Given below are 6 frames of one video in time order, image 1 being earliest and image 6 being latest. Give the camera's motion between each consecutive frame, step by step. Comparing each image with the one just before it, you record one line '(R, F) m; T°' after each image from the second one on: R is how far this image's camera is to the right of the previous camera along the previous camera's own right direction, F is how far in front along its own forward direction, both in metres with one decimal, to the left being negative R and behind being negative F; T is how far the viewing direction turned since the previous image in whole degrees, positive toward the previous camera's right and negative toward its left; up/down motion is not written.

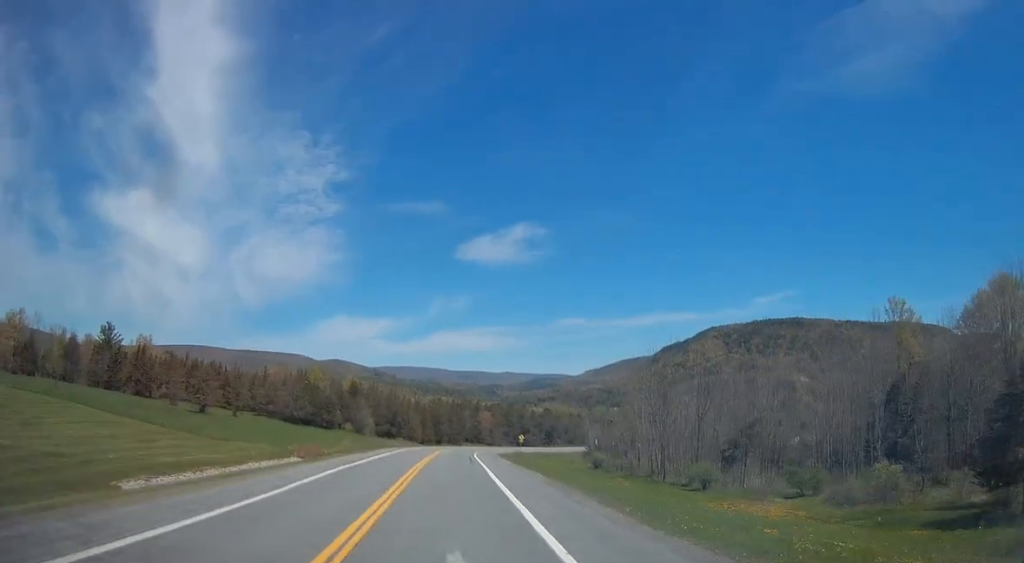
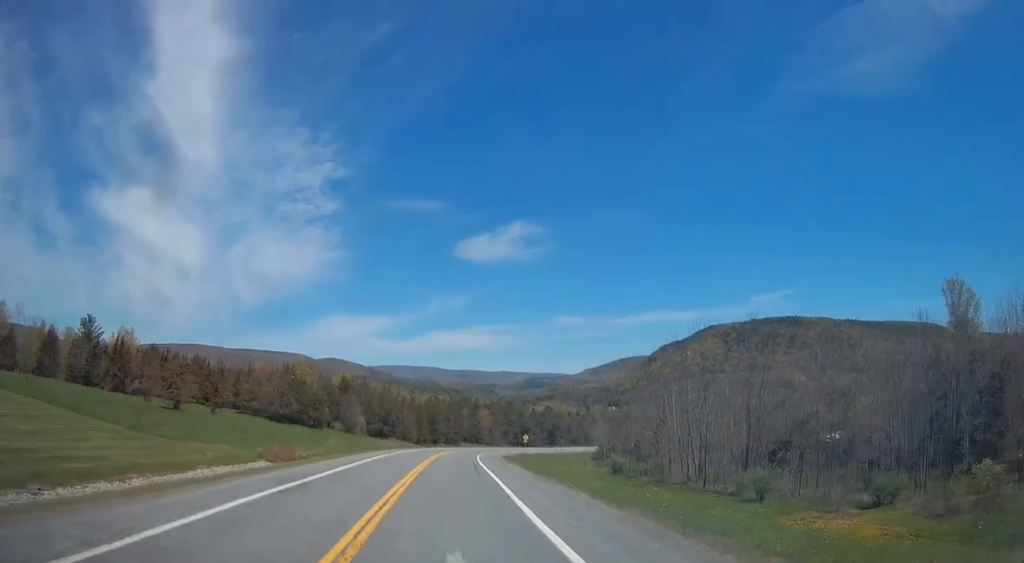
(0.0, +10.4) m; 0°
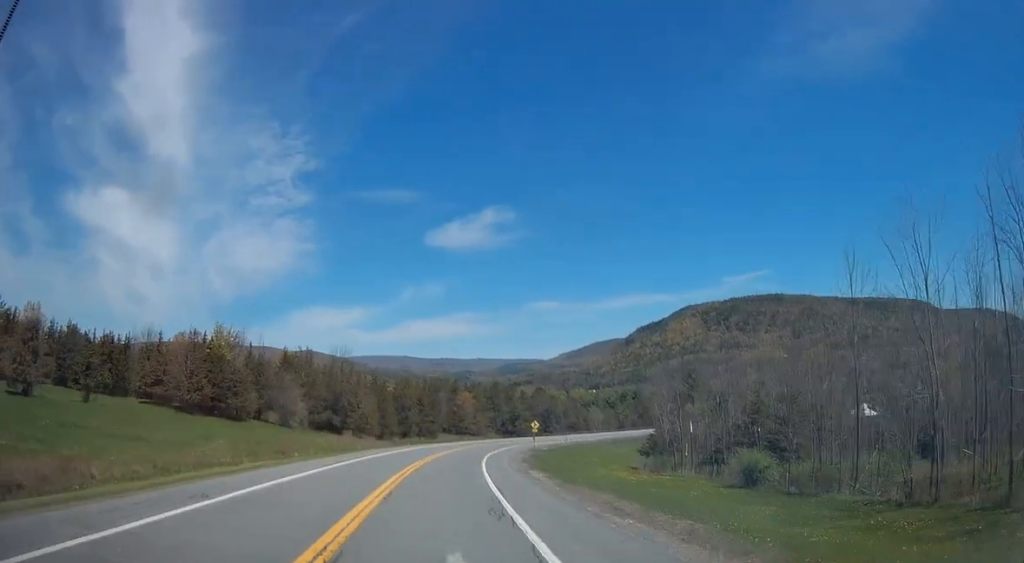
(-0.1, +37.1) m; +1°
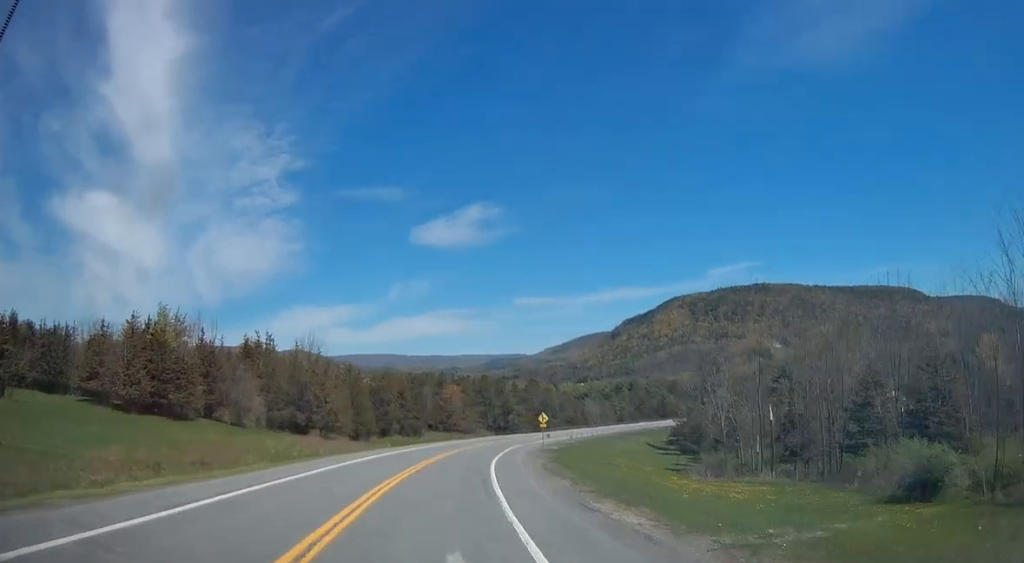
(+0.1, +16.3) m; +2°
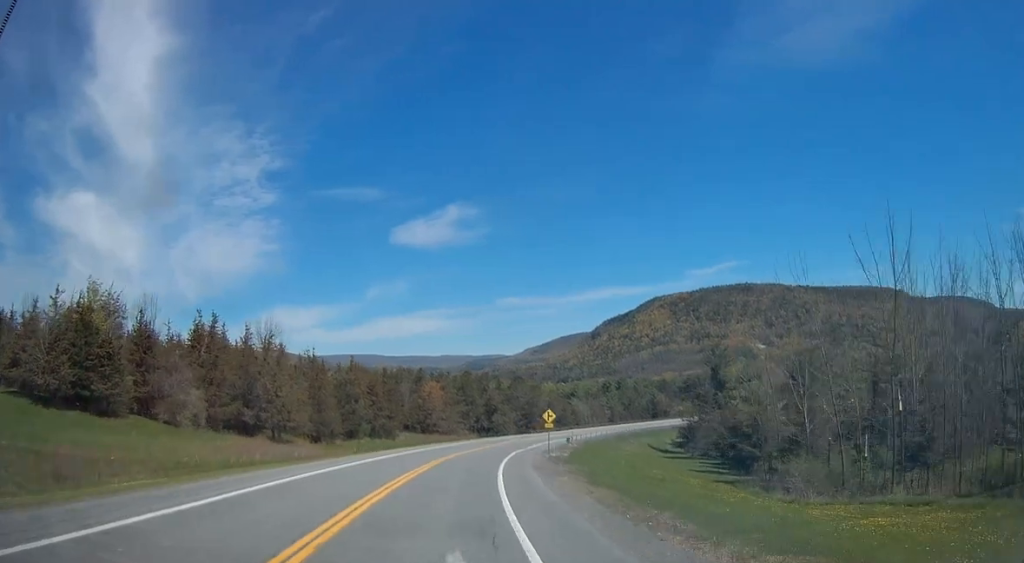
(+0.3, +14.4) m; +2°
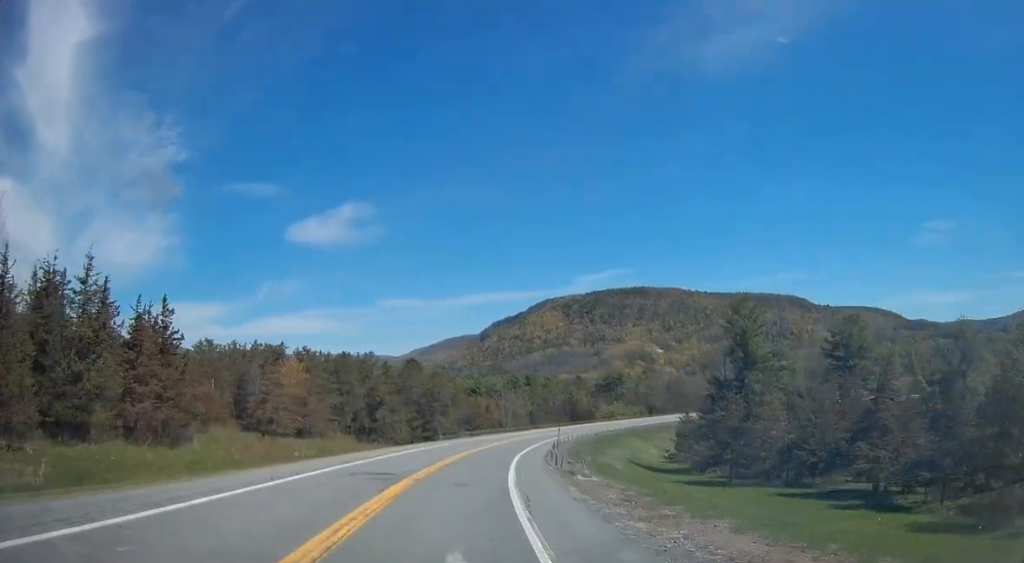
(+2.8, +46.4) m; +9°
